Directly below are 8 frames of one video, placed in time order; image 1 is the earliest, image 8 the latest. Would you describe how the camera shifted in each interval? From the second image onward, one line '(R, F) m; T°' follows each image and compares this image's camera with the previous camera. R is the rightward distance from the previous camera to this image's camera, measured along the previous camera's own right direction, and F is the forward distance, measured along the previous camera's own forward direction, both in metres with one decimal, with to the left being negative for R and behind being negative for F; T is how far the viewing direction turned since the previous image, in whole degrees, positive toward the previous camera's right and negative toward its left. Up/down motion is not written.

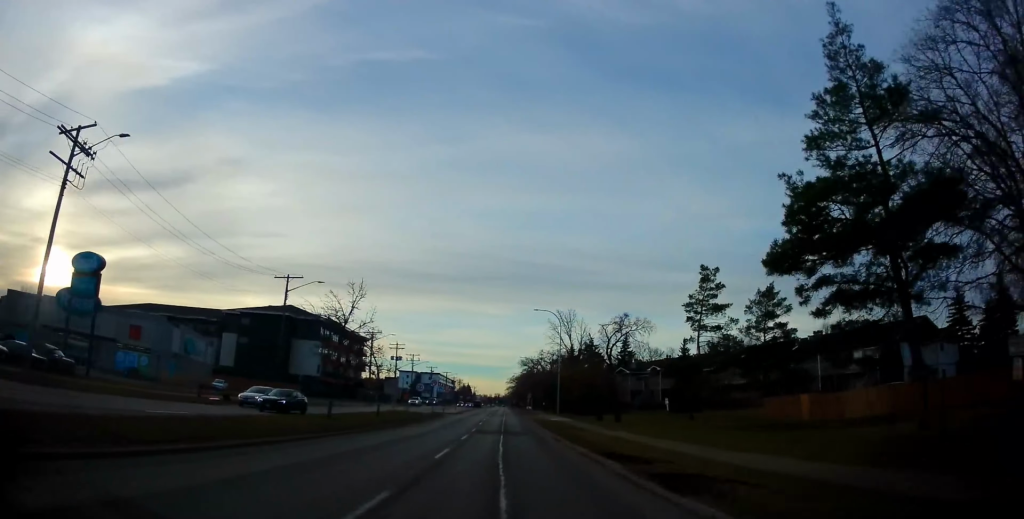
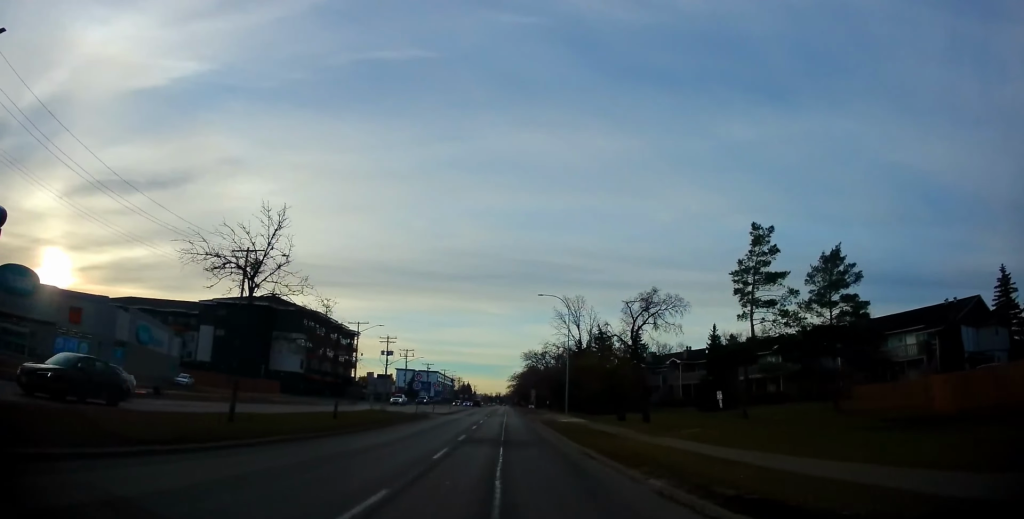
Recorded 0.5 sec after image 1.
(0.0, +9.3) m; 0°
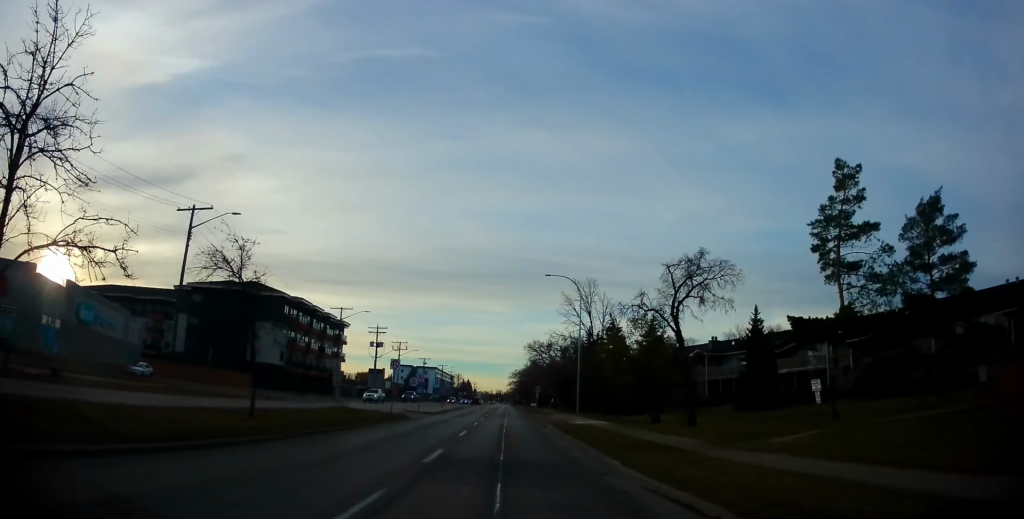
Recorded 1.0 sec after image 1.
(+0.1, +9.2) m; 0°
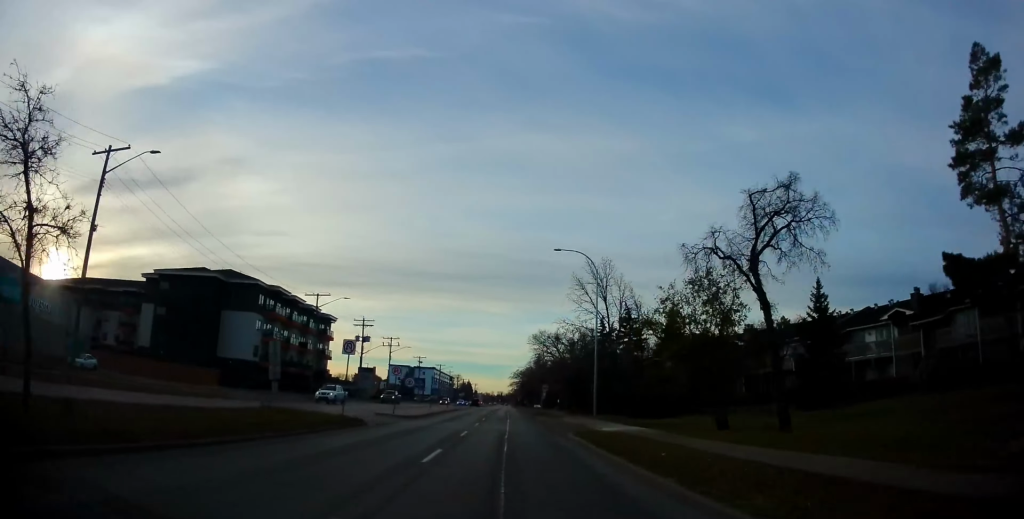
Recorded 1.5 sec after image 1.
(0.0, +9.9) m; 0°
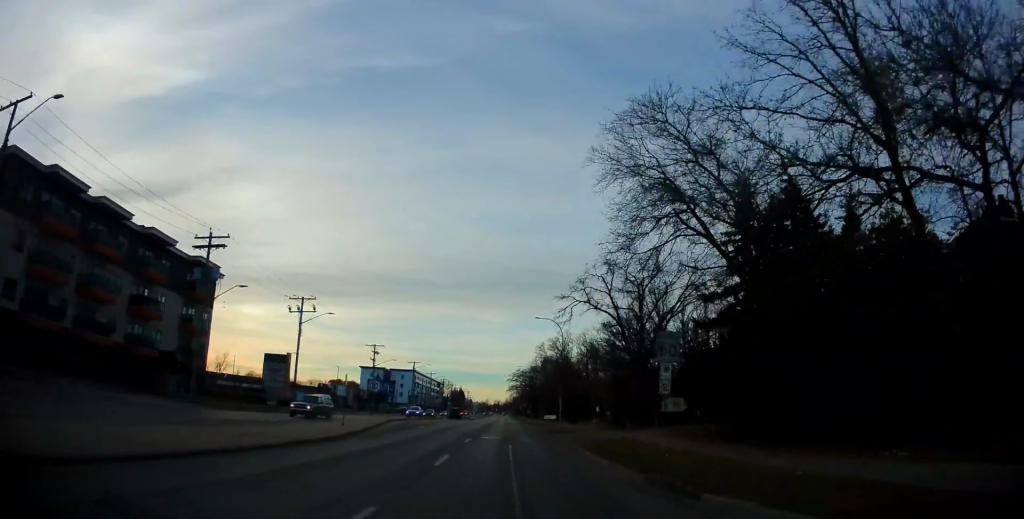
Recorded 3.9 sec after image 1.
(+0.3, +44.6) m; 0°
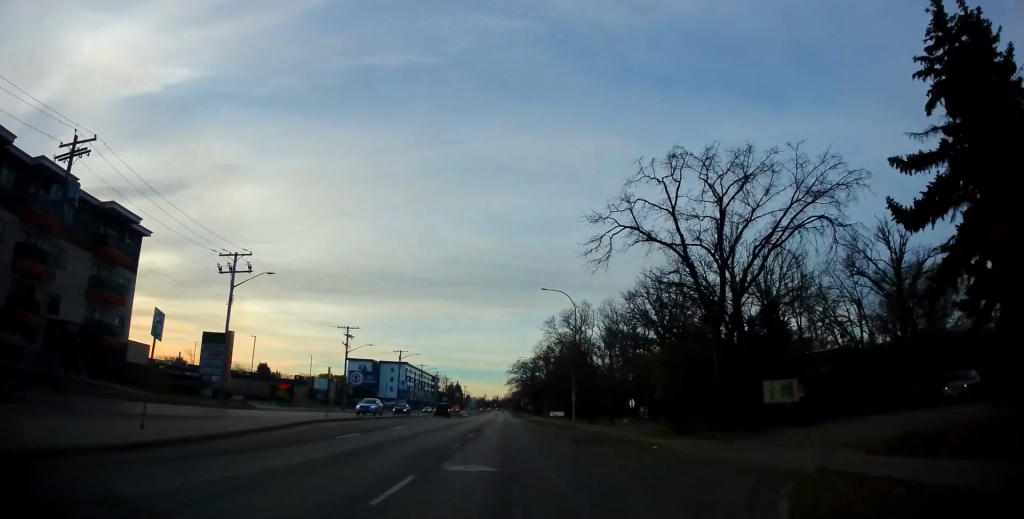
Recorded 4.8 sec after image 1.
(-0.1, +15.3) m; 0°
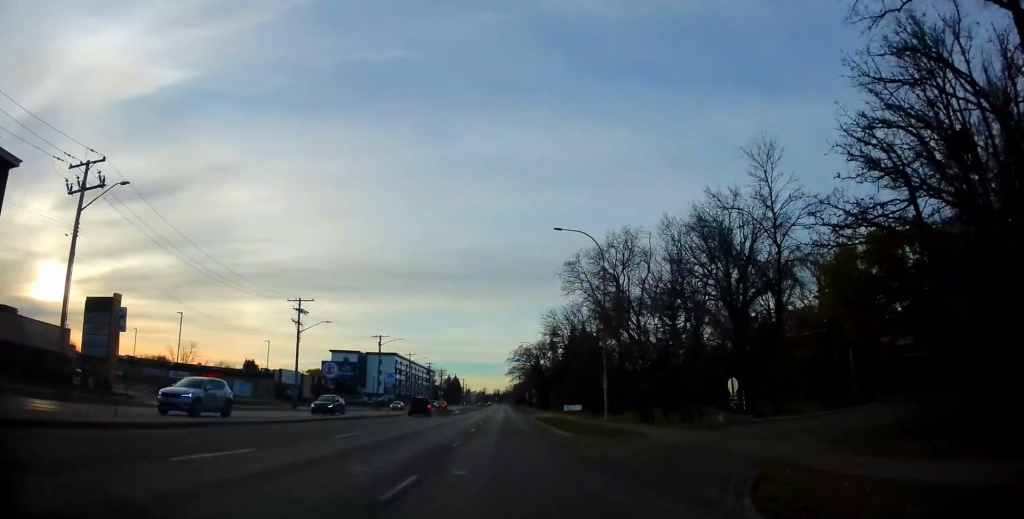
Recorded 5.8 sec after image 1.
(0.0, +18.4) m; +1°
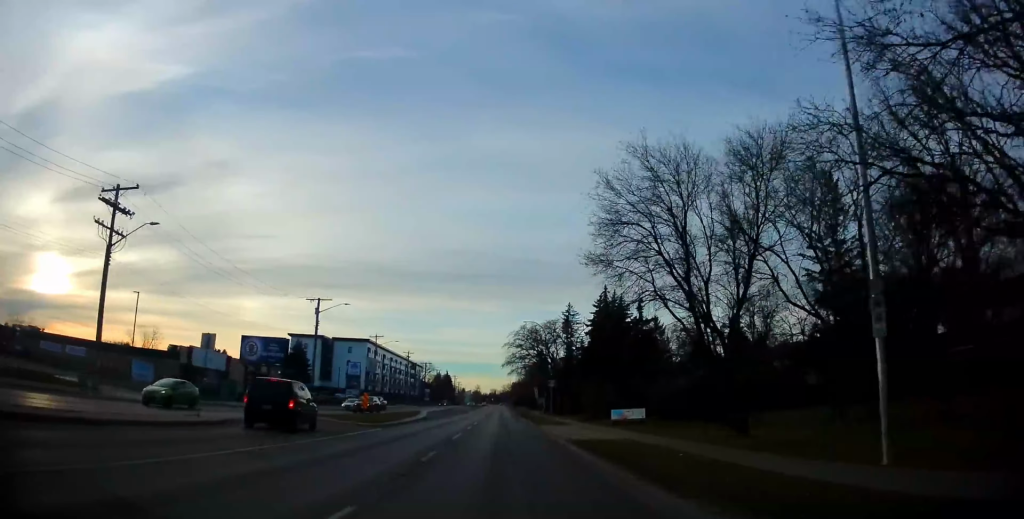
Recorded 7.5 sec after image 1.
(+0.3, +31.4) m; 0°
